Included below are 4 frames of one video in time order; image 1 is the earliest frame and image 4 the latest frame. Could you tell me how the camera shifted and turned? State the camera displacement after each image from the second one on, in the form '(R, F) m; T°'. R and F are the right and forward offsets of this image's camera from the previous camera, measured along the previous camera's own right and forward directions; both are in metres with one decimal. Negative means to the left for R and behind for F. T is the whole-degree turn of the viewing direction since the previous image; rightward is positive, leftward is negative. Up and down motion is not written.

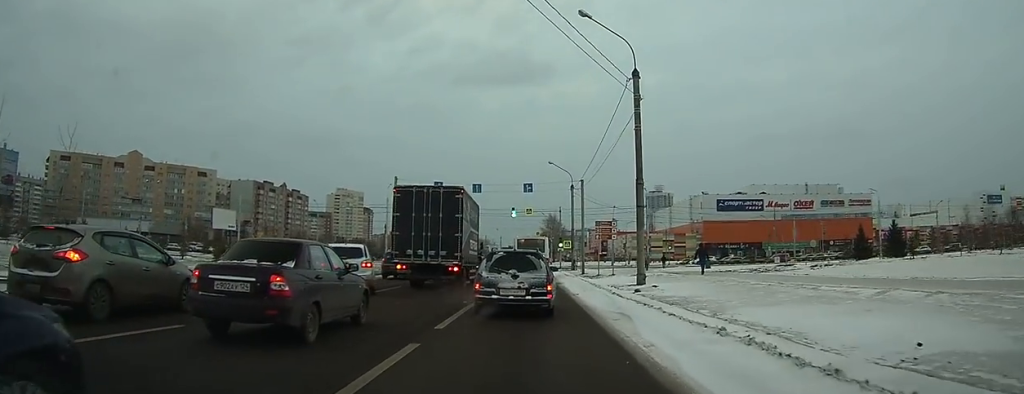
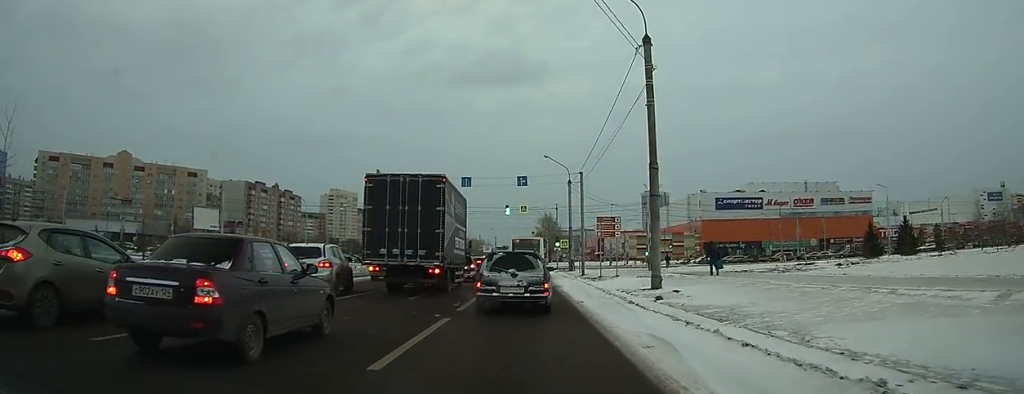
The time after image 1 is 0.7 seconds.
(+0.1, +4.4) m; +1°
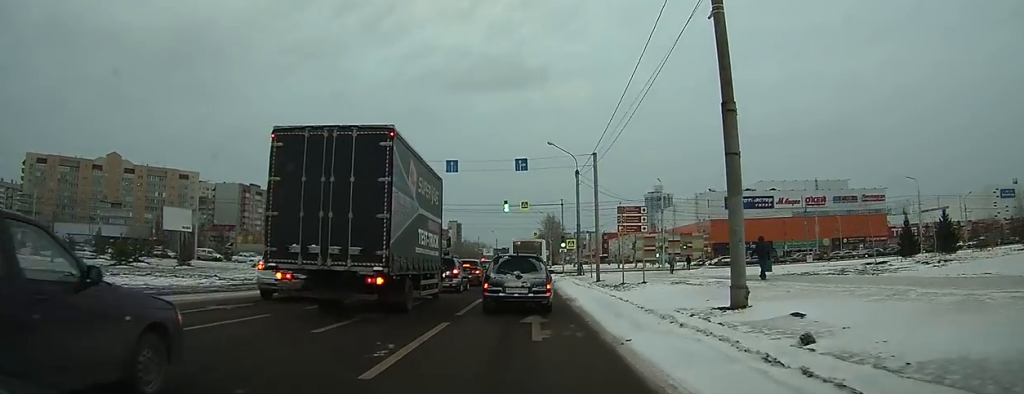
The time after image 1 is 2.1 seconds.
(+0.2, +8.9) m; +1°
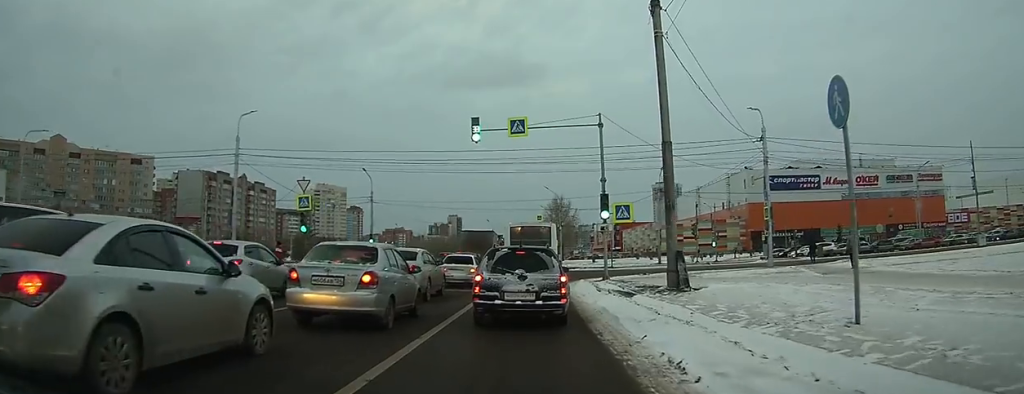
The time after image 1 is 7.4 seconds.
(+0.2, +34.4) m; +1°
